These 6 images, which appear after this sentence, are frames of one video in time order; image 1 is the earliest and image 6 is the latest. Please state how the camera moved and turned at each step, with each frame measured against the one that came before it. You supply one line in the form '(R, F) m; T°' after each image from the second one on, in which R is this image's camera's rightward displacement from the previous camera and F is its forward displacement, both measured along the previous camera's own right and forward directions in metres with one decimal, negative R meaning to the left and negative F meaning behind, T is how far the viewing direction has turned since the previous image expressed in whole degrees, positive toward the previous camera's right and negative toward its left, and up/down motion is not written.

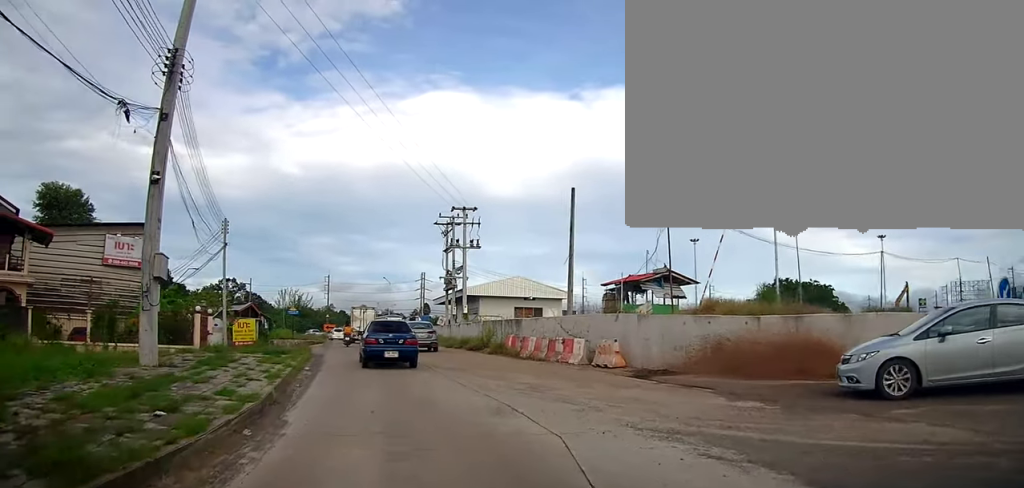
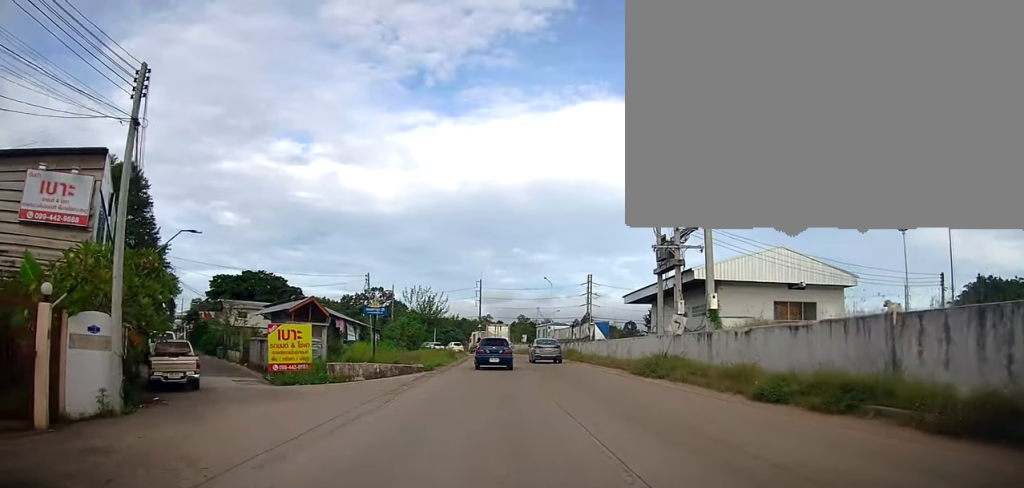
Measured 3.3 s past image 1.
(-5.7, +20.1) m; -19°
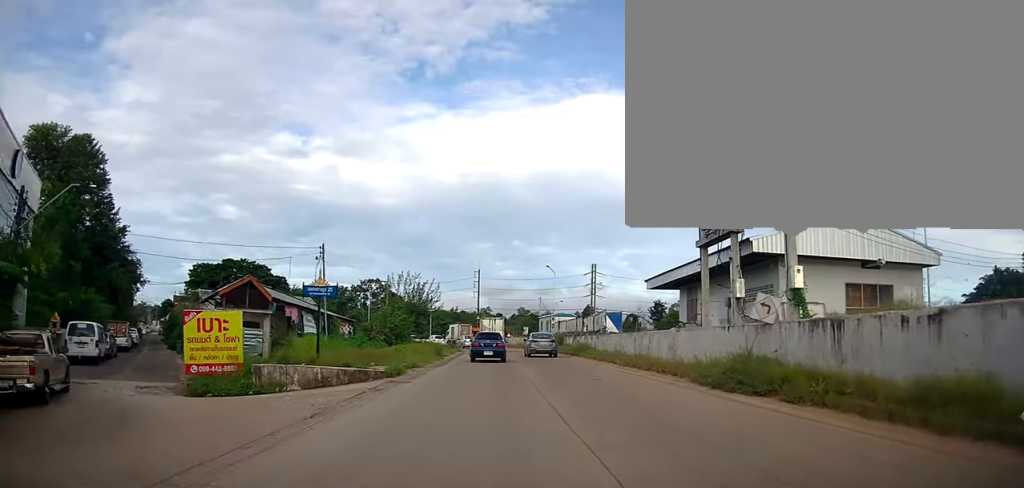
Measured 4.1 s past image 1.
(+0.2, +7.0) m; 0°
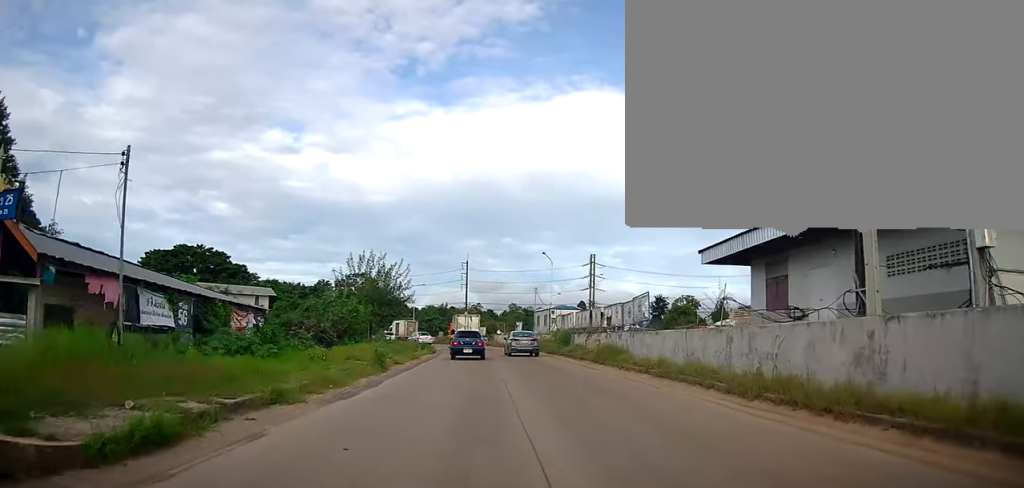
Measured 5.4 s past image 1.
(-0.3, +11.3) m; 0°
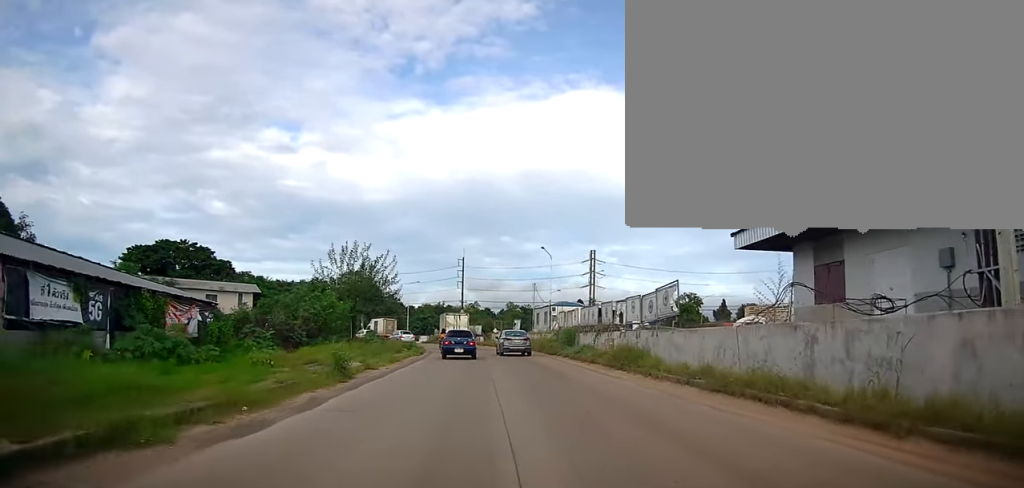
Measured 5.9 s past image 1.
(+0.1, +3.9) m; +1°
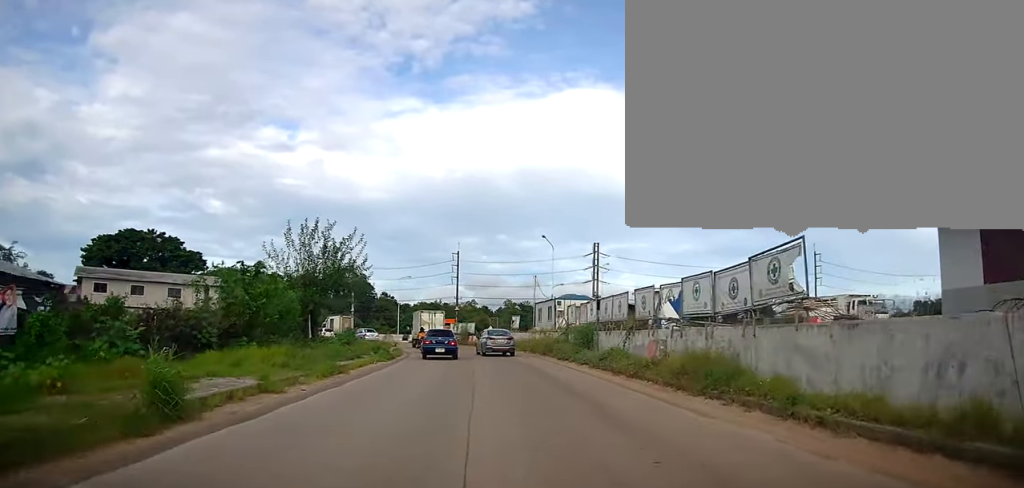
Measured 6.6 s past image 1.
(+0.1, +7.4) m; +1°
